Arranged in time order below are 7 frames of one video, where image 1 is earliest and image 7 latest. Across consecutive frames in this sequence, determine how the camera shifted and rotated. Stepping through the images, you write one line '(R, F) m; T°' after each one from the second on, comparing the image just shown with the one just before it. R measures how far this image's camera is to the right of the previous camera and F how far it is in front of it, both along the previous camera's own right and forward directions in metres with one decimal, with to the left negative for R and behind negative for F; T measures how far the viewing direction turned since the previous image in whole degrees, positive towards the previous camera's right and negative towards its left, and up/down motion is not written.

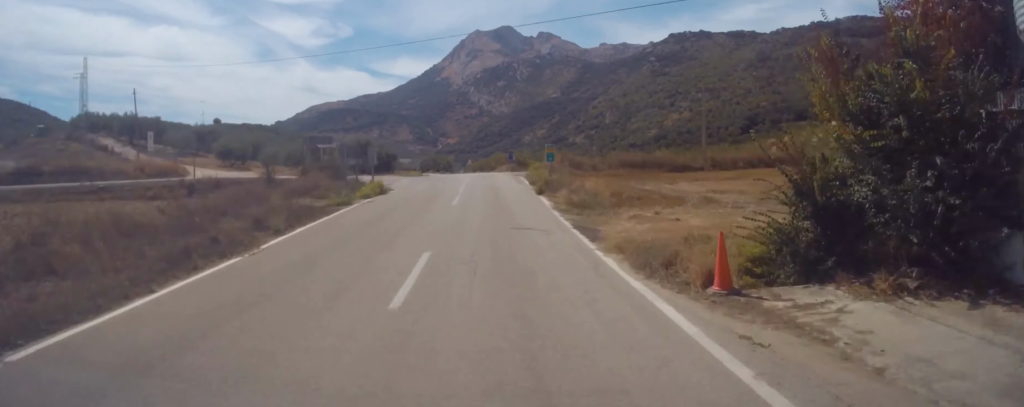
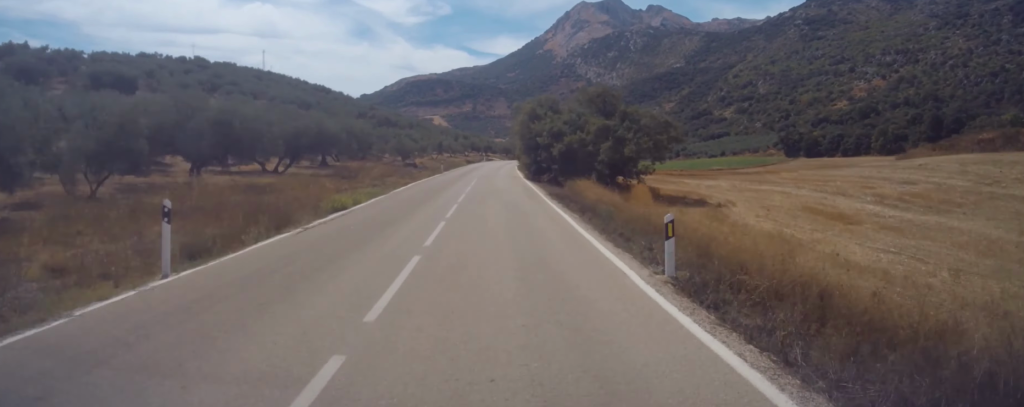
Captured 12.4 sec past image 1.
(-14.3, +220.4) m; -1°
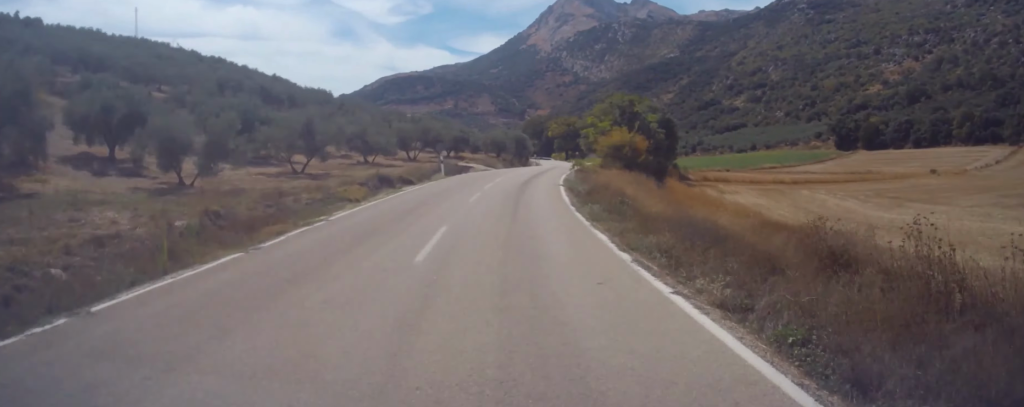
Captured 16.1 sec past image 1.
(+2.2, +68.0) m; 0°
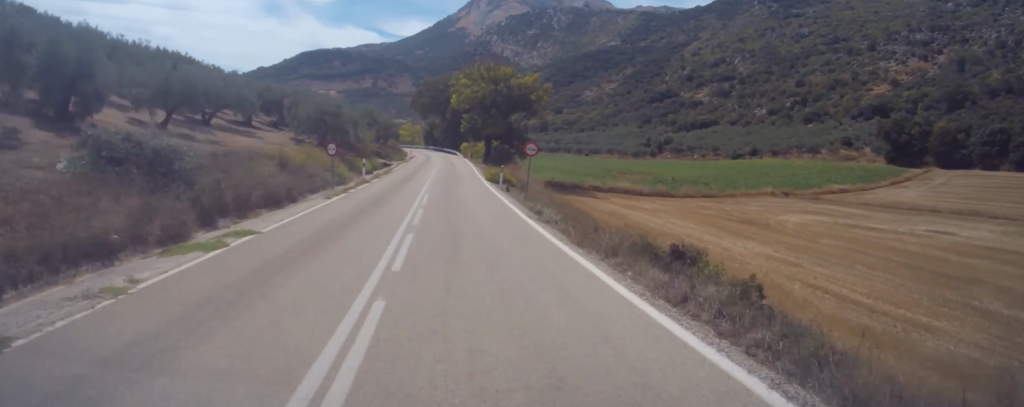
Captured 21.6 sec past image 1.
(+3.1, +96.2) m; -2°
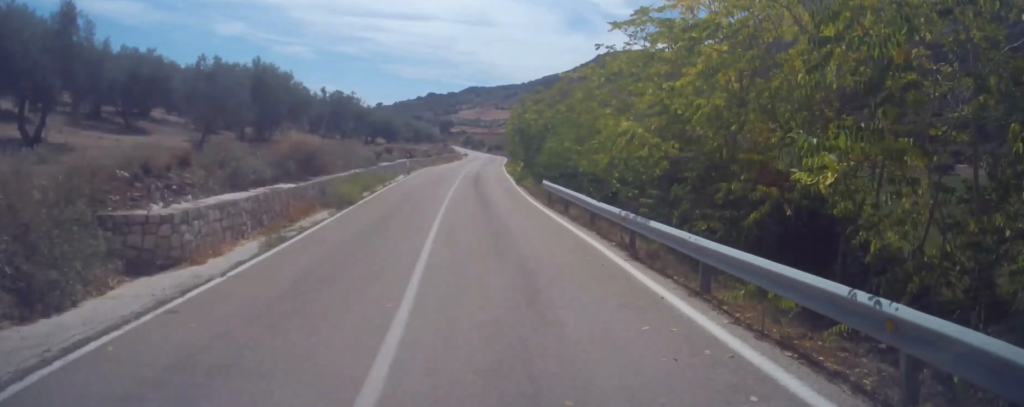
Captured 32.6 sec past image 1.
(-32.8, +190.8) m; -19°
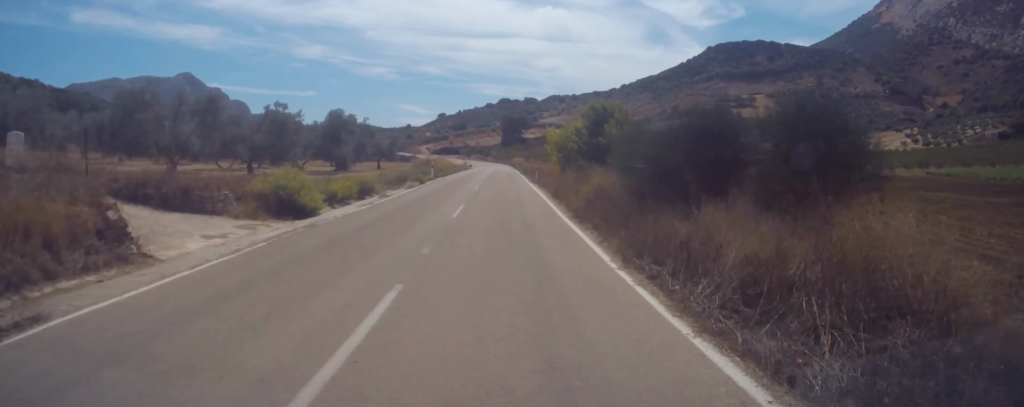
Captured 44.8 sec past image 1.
(-27.7, +261.6) m; -13°
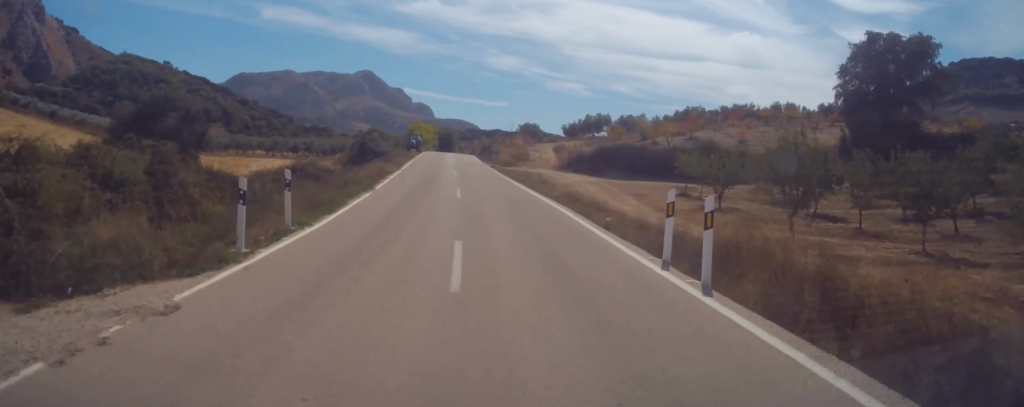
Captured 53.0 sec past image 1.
(-20.0, +186.1) m; -11°
